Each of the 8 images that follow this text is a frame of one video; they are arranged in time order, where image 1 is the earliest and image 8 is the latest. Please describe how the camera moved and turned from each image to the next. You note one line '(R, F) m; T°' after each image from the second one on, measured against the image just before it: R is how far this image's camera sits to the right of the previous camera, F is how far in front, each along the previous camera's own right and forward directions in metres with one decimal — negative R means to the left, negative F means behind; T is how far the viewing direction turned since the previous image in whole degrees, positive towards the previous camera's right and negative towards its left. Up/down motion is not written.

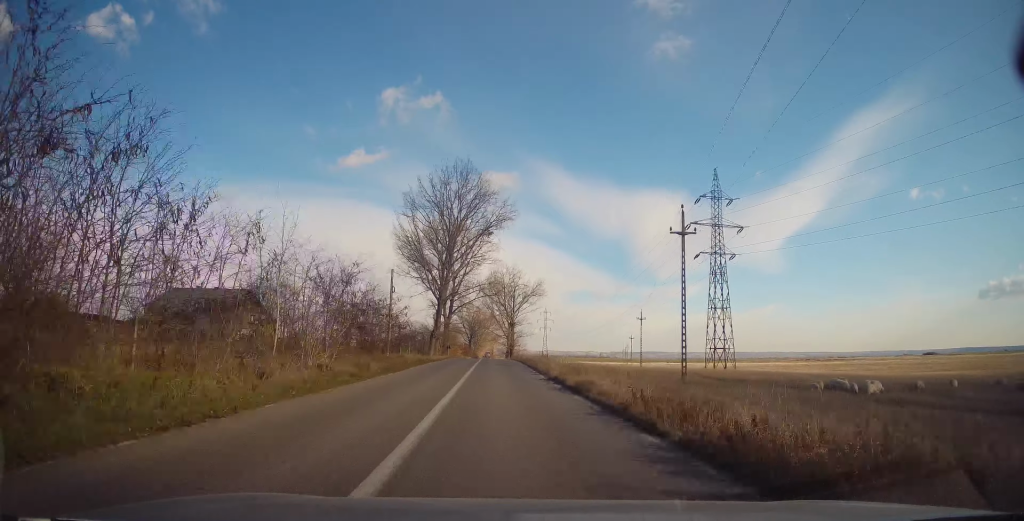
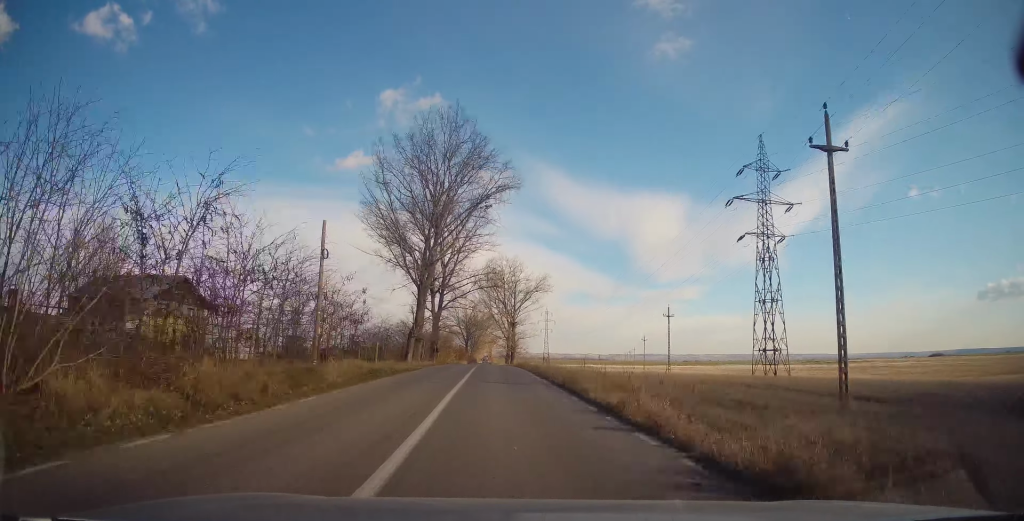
(0.0, +15.6) m; 0°
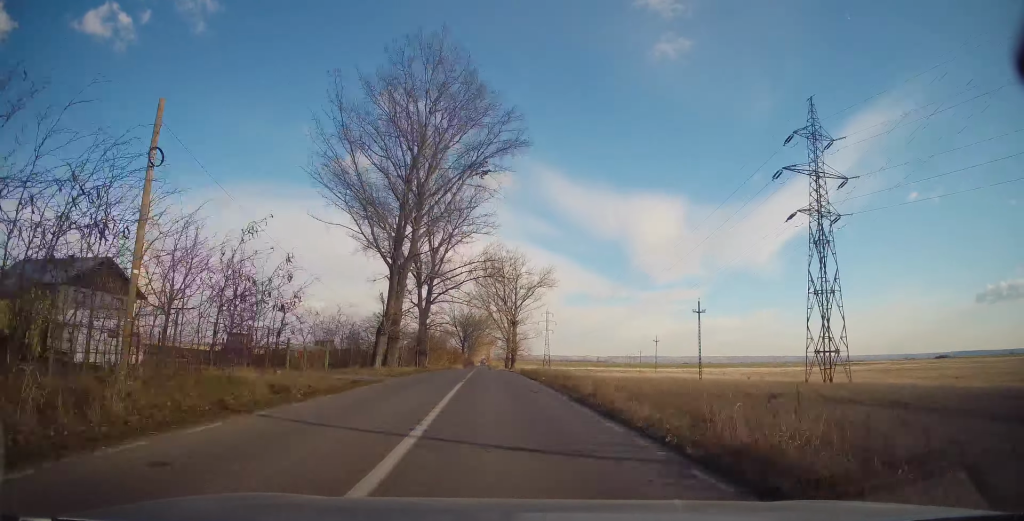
(0.0, +13.1) m; 0°
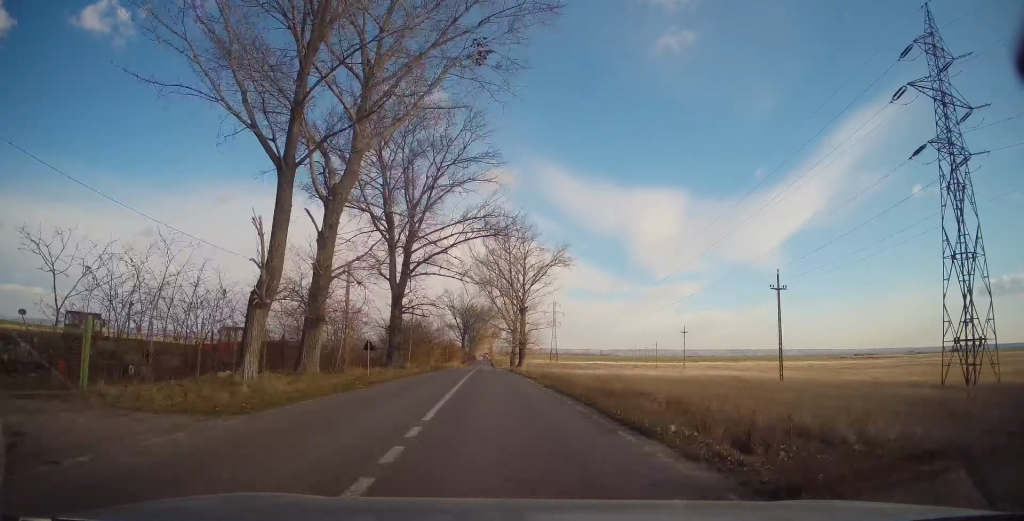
(0.0, +19.1) m; 0°
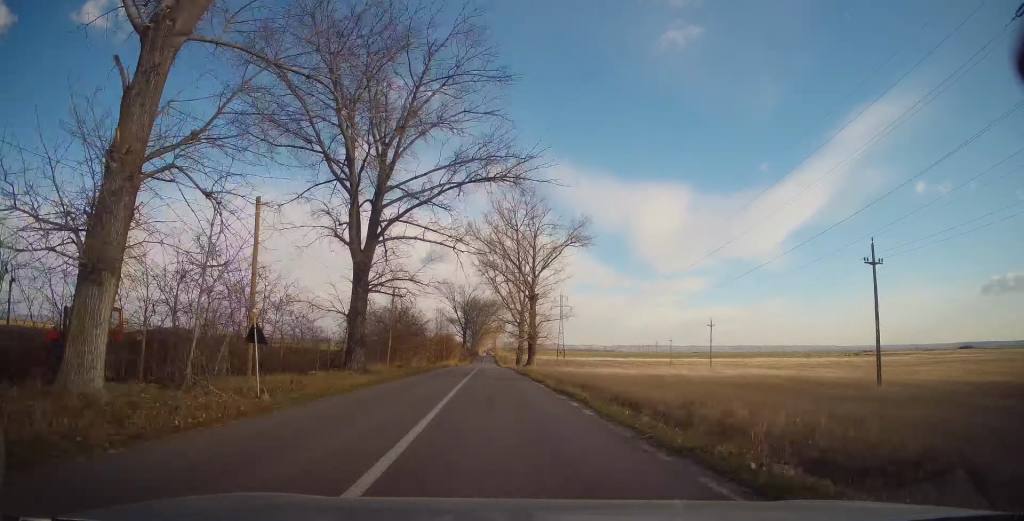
(0.0, +12.9) m; -1°
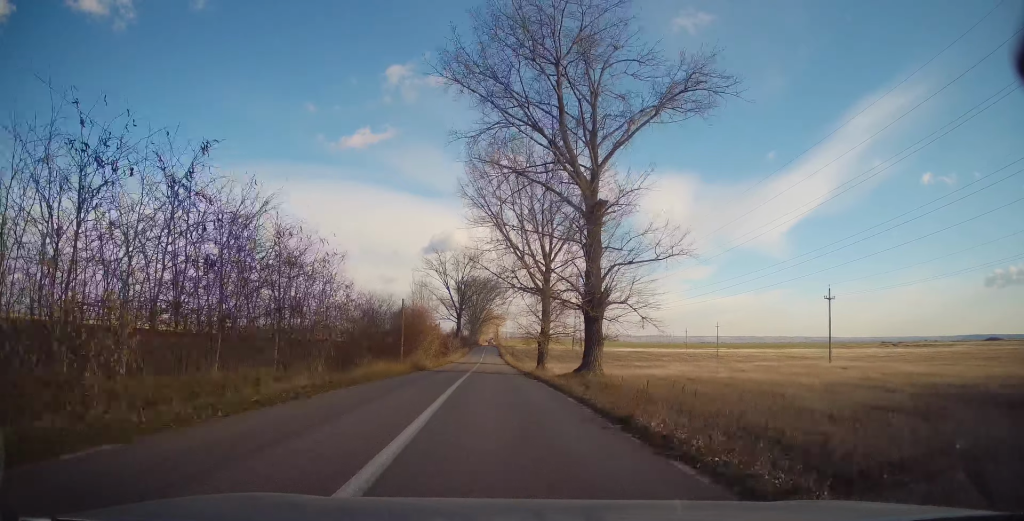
(-0.5, +39.9) m; 0°
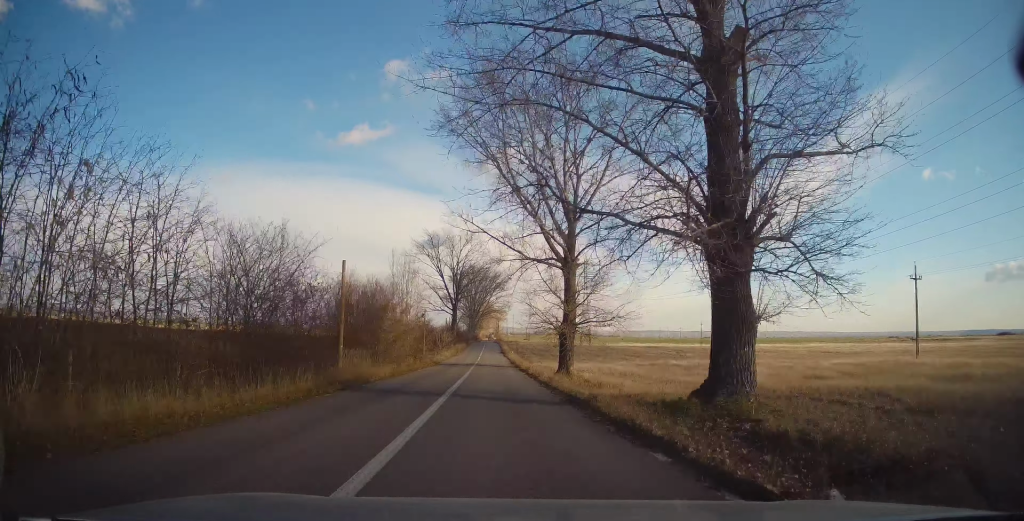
(+0.2, +17.4) m; 0°
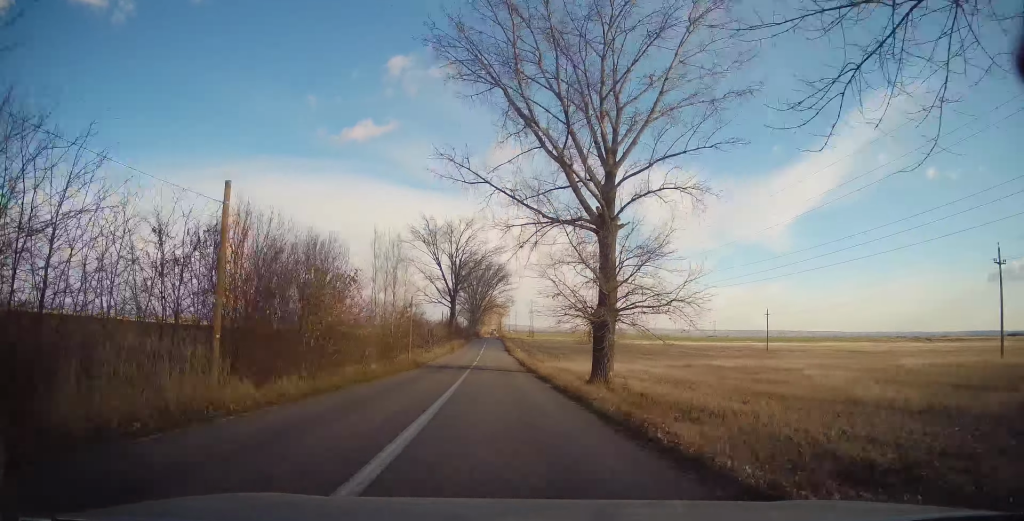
(+0.1, +11.9) m; -1°
